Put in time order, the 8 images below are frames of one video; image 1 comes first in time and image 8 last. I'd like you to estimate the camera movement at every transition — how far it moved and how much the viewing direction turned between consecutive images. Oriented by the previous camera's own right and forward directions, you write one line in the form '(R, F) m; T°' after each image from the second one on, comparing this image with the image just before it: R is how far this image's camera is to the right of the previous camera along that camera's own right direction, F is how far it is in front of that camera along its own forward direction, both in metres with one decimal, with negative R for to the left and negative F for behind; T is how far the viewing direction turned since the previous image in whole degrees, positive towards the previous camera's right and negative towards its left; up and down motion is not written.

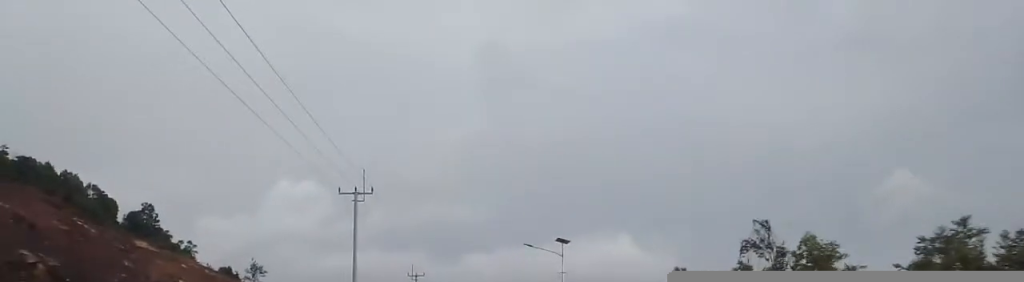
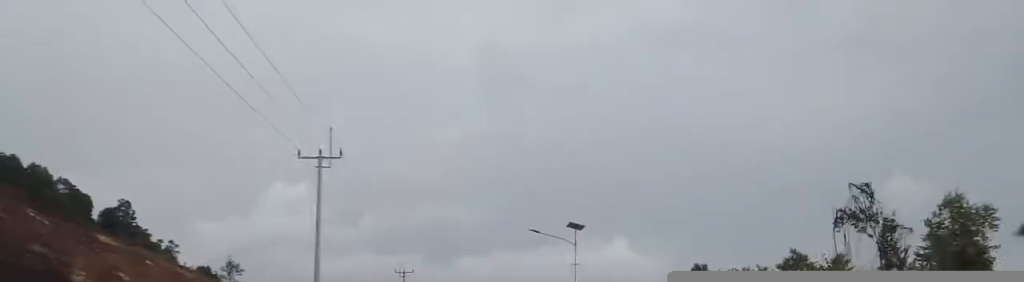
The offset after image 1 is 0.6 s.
(0.0, +9.6) m; 0°
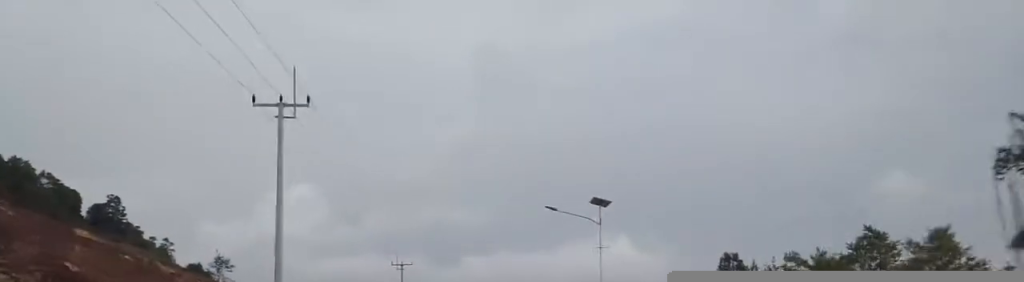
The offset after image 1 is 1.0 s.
(+0.1, +7.6) m; 0°
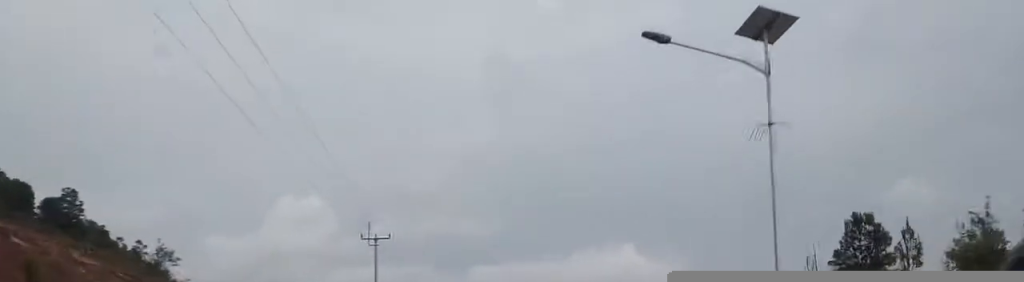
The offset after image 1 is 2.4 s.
(-0.1, +22.7) m; 0°
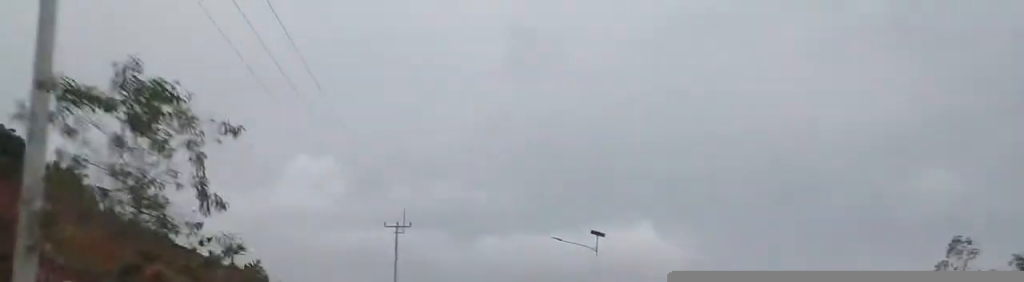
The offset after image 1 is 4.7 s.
(+1.6, +38.1) m; +4°
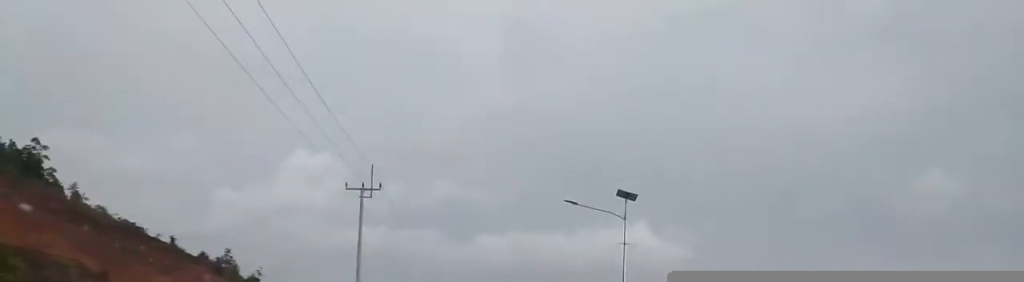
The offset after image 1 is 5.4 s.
(-0.1, +12.1) m; 0°
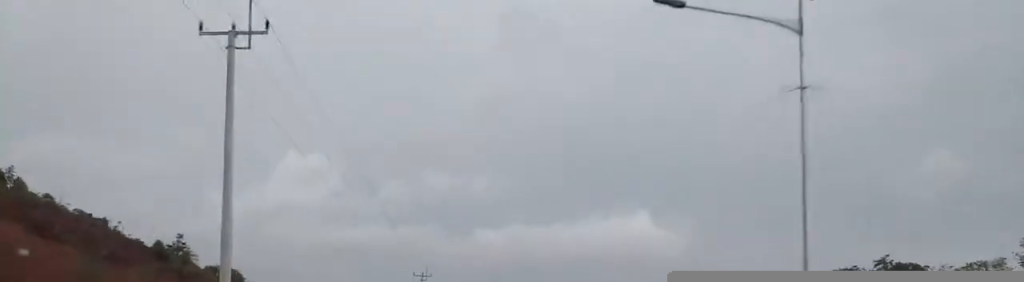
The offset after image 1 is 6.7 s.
(-0.1, +21.4) m; -1°
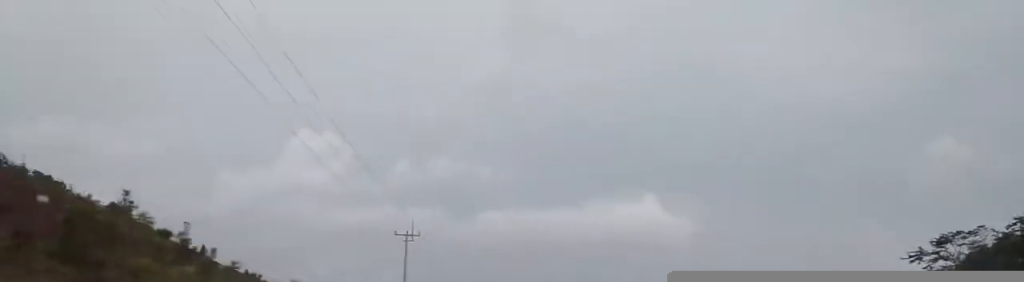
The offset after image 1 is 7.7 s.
(-0.3, +18.5) m; -1°
